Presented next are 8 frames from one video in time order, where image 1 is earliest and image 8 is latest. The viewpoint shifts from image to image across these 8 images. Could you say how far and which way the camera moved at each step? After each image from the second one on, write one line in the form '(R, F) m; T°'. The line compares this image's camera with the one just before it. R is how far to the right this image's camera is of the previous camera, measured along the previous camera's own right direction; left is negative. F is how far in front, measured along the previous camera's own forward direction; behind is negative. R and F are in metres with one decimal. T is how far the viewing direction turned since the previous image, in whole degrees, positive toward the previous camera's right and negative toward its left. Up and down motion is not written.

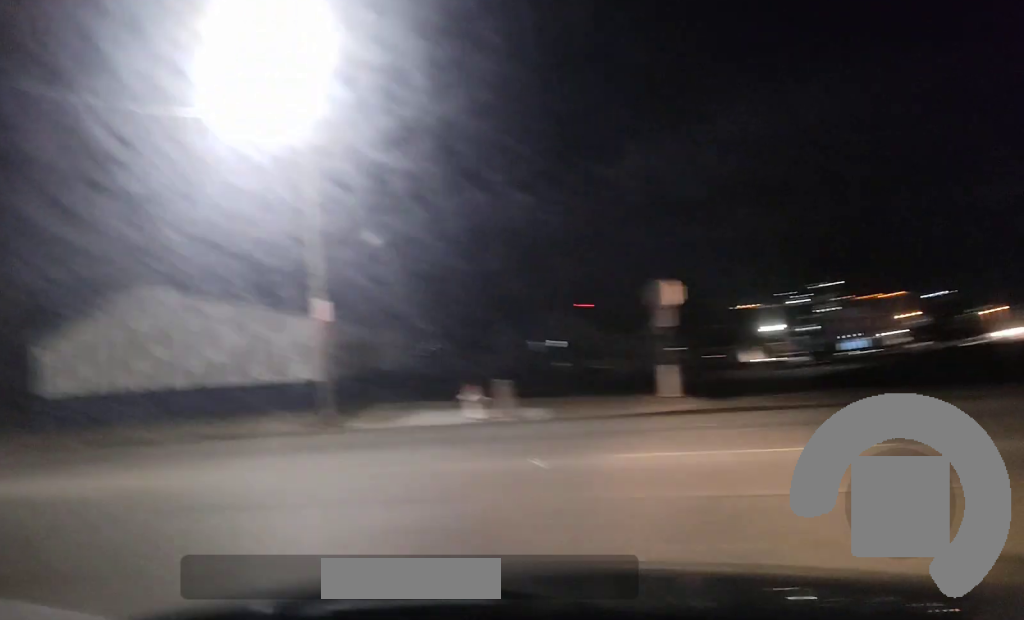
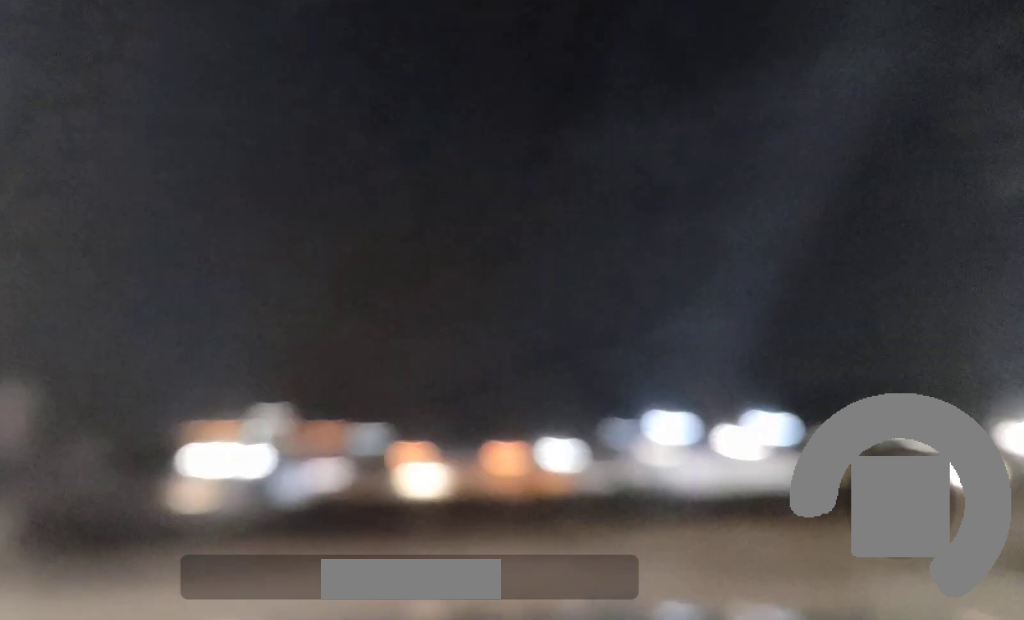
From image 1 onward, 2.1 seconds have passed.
(+0.5, +4.2) m; +29°
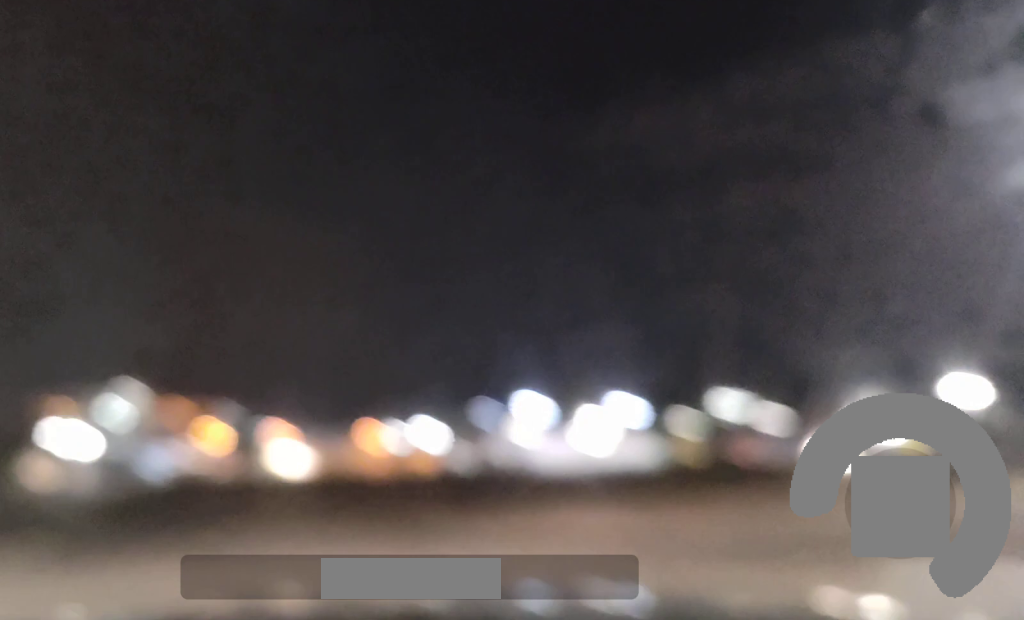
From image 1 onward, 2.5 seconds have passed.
(+0.2, +1.3) m; +12°
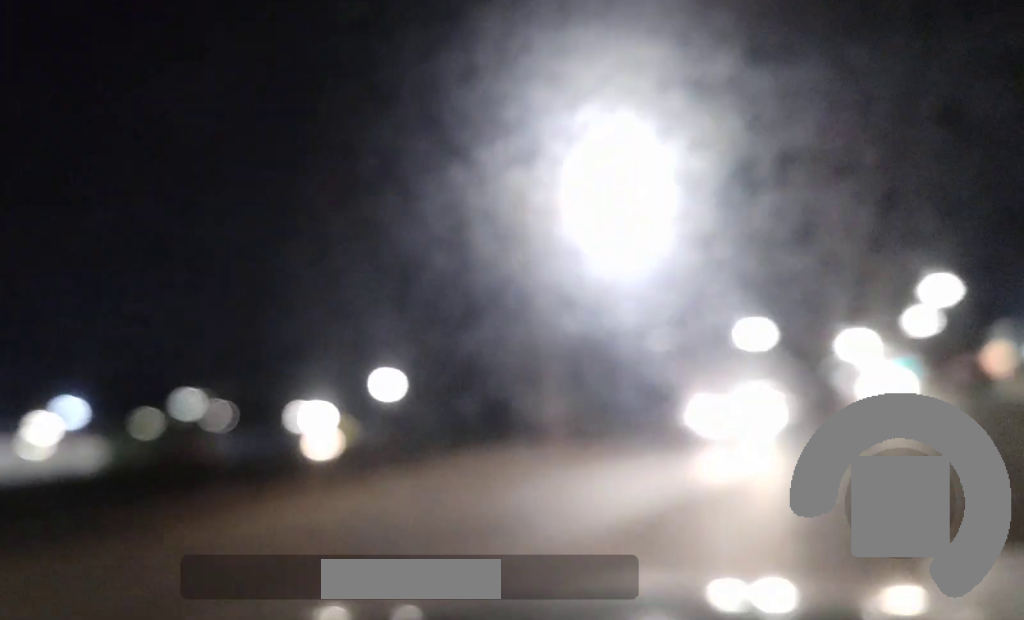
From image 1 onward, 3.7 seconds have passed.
(+1.5, +4.7) m; +34°
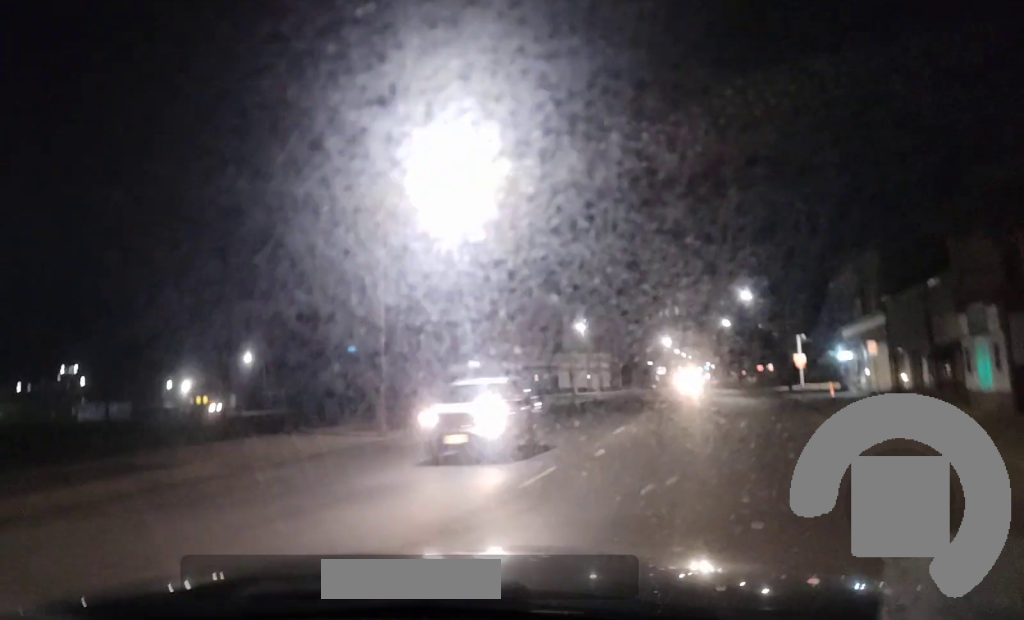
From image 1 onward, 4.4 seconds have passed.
(+0.5, +3.7) m; +14°
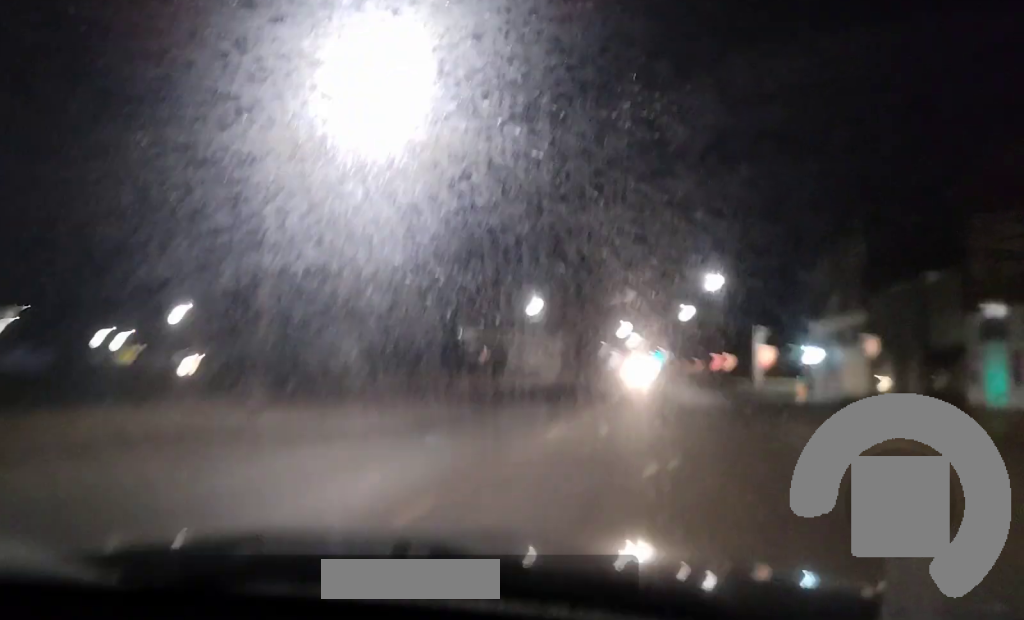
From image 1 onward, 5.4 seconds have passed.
(+0.8, +6.3) m; +5°
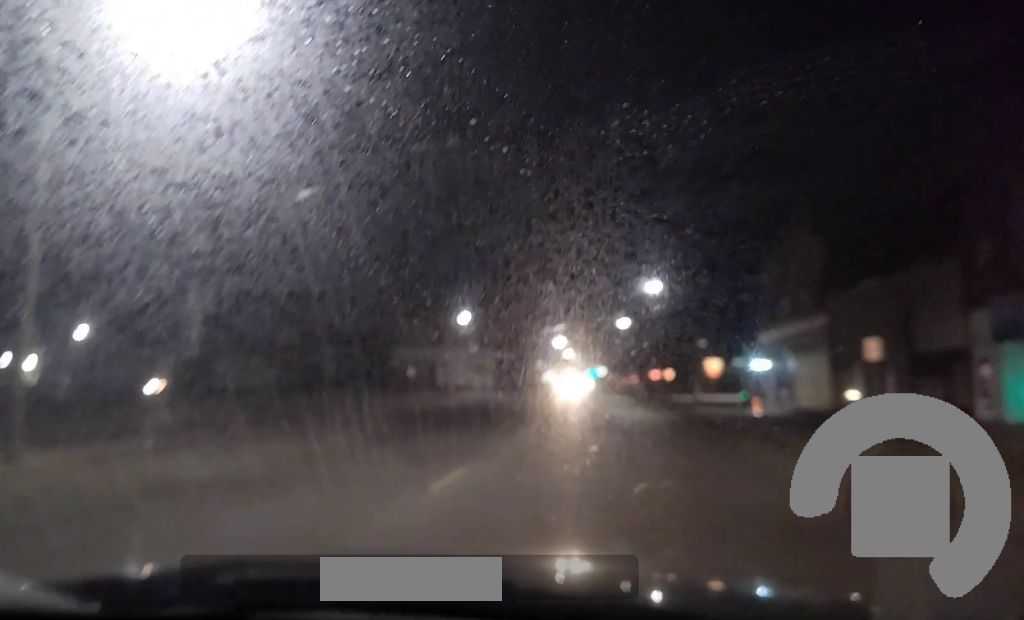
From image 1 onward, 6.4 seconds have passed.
(-0.3, +7.1) m; -4°
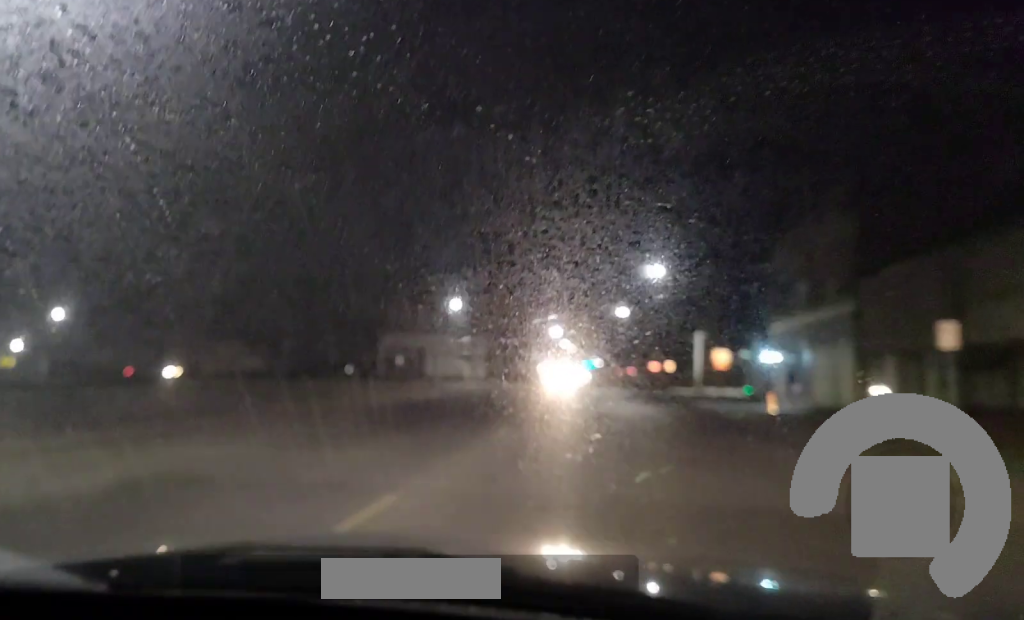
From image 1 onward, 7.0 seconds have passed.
(-0.2, +4.7) m; -1°
